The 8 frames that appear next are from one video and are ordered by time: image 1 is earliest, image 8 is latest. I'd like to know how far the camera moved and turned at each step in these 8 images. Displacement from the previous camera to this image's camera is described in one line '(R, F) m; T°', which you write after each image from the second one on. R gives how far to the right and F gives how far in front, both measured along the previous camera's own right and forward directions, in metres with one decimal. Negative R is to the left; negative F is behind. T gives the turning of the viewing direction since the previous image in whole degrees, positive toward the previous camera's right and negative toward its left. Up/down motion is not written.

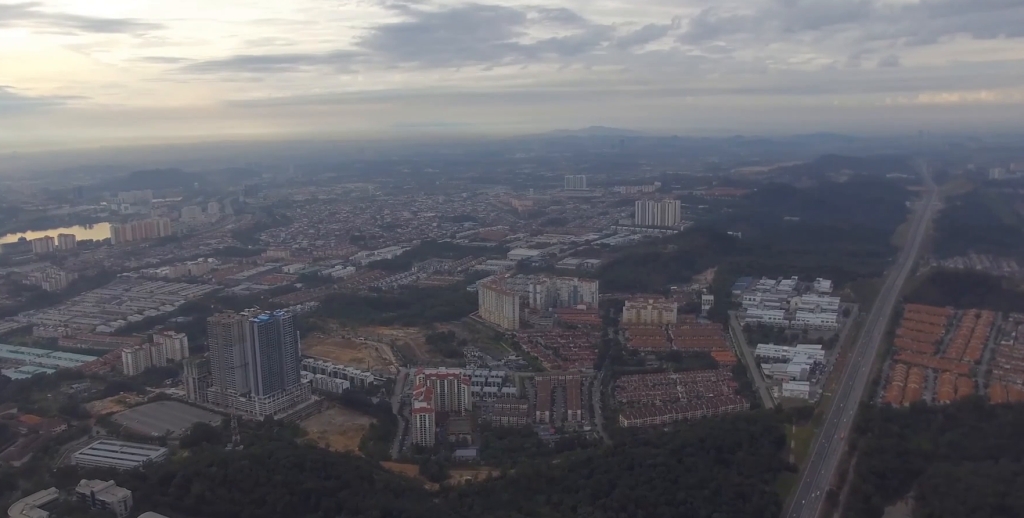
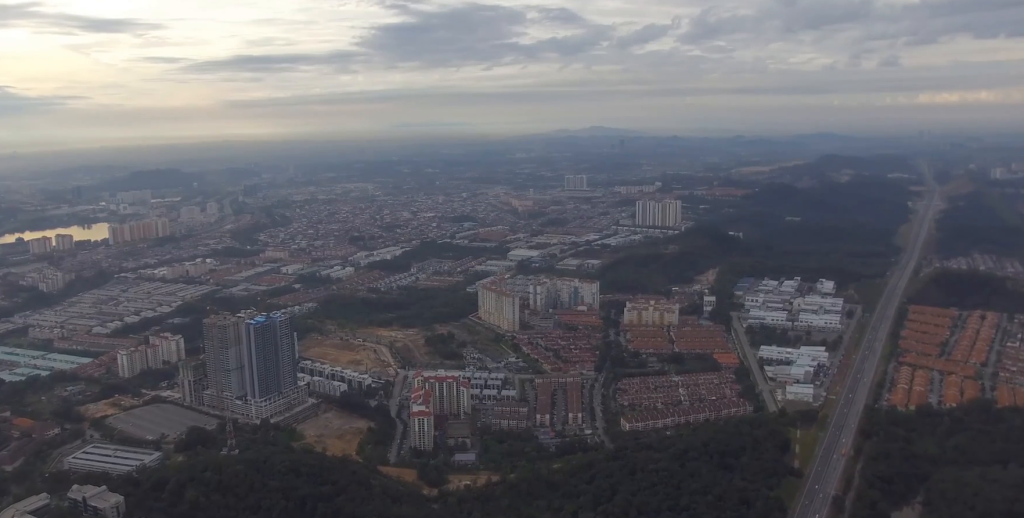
(0.0, +14.6) m; 0°
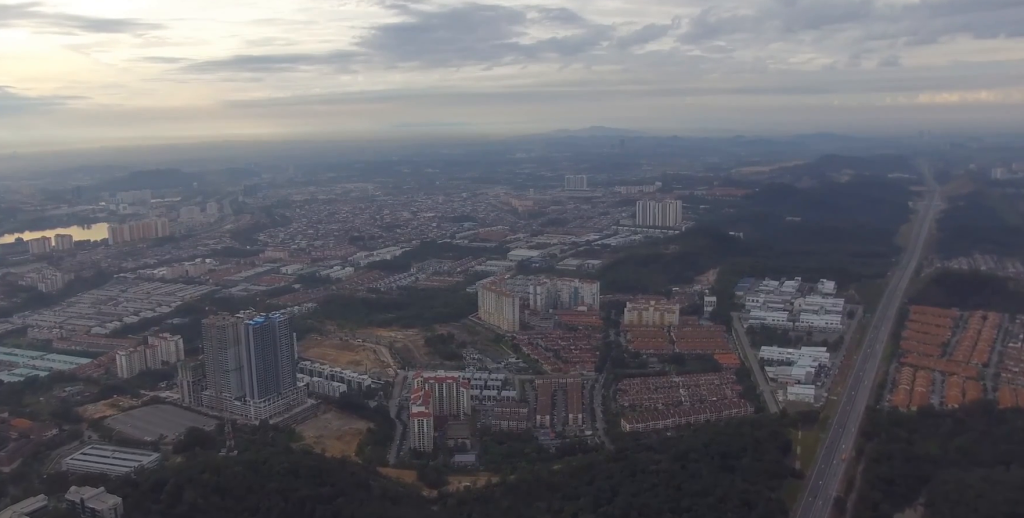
(0.0, +3.9) m; 0°
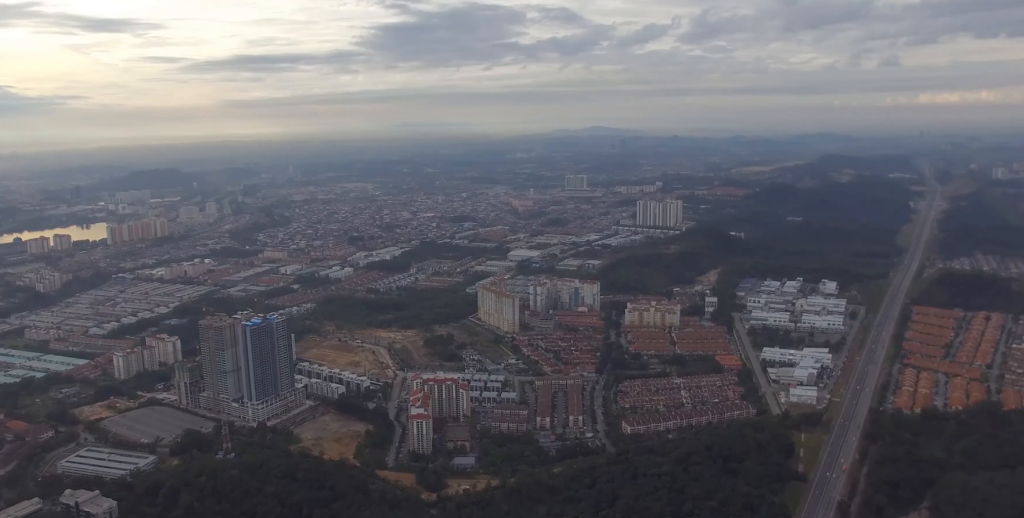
(0.0, +9.1) m; 0°
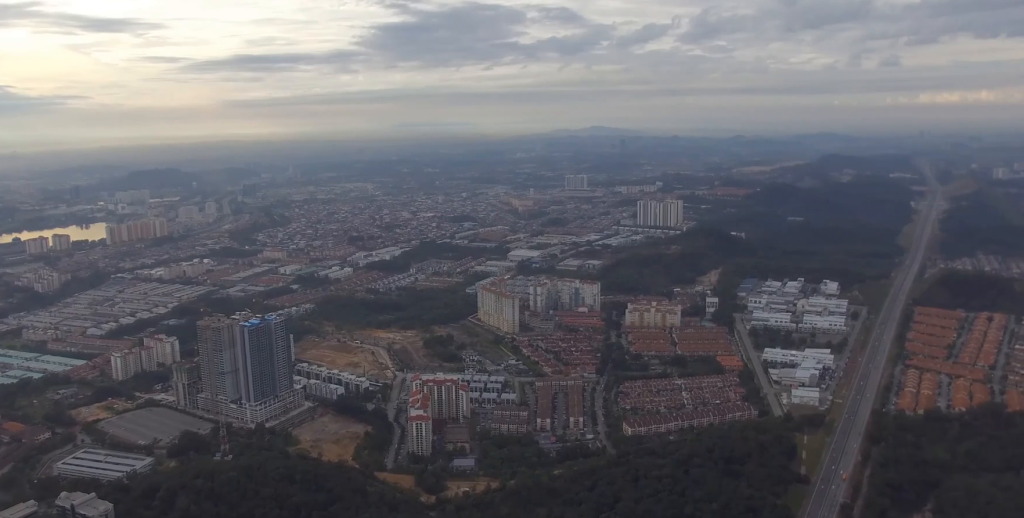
(0.0, +7.1) m; 0°
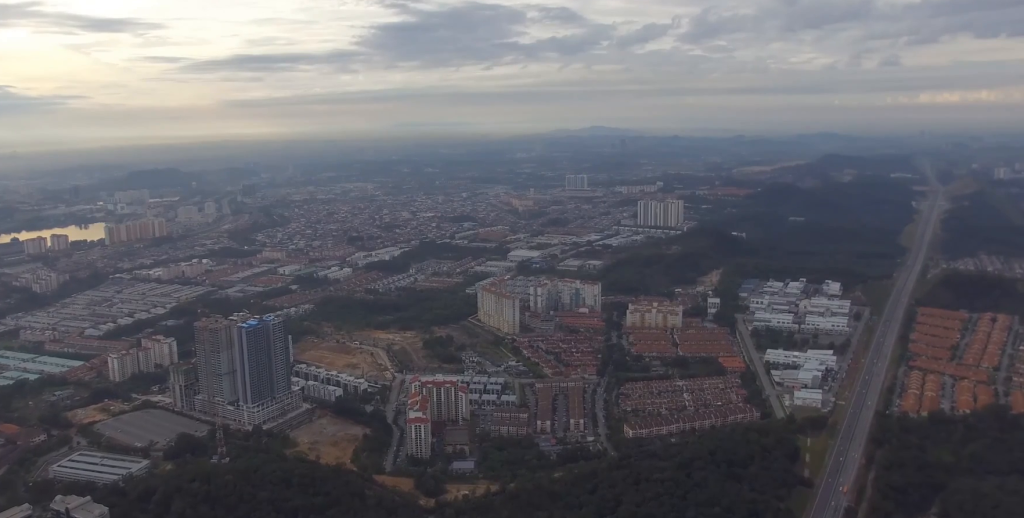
(0.0, +9.5) m; 0°
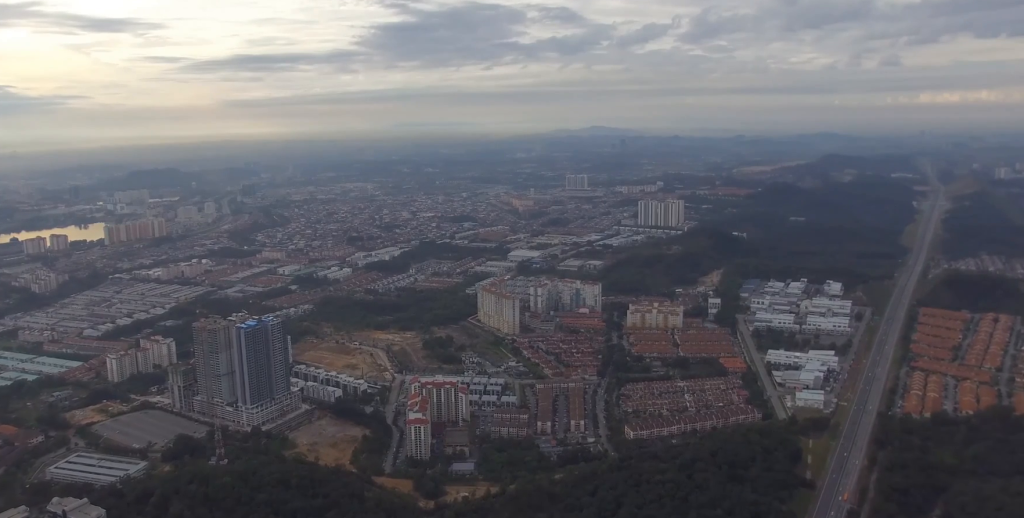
(0.0, +5.6) m; 0°
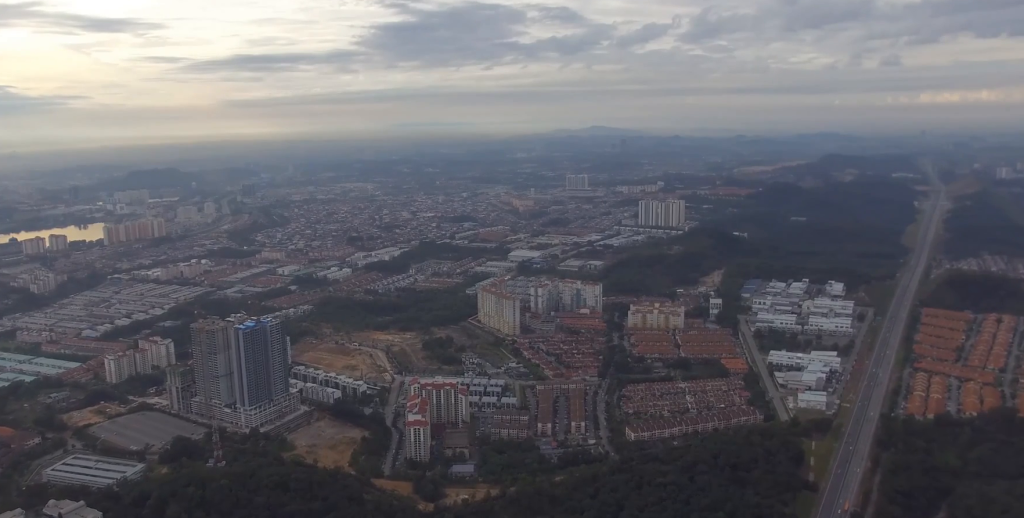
(0.0, +6.8) m; 0°
